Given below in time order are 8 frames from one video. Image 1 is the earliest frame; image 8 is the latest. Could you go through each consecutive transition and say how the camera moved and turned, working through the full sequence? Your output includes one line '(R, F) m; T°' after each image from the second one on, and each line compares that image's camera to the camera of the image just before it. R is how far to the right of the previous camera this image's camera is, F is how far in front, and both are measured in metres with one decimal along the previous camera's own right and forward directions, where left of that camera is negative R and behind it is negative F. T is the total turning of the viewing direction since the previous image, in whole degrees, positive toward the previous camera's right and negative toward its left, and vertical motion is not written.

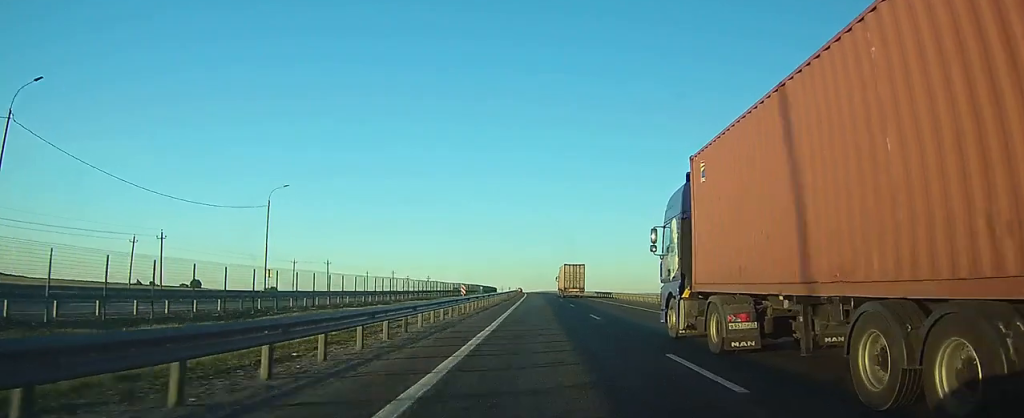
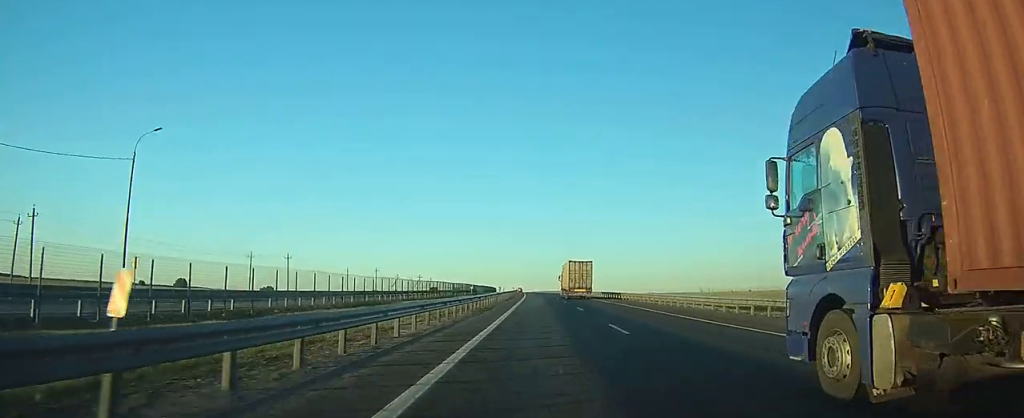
(0.0, +22.8) m; 0°
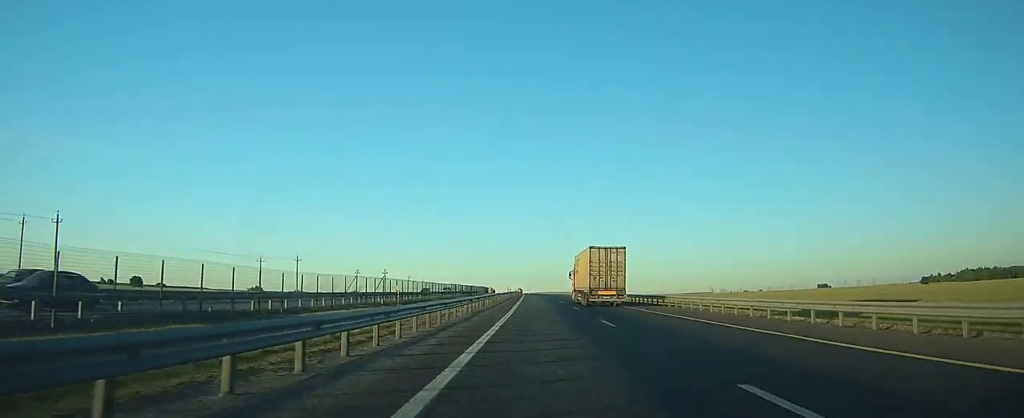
(-0.2, +59.8) m; -1°
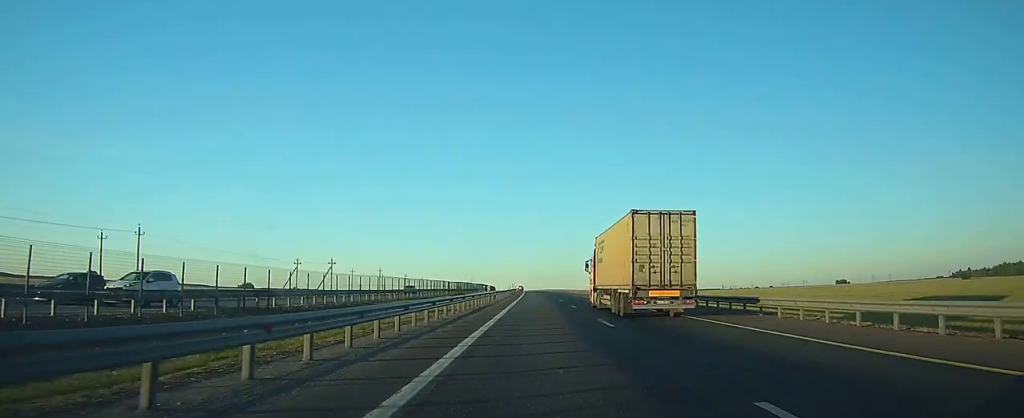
(-0.2, +48.9) m; -1°
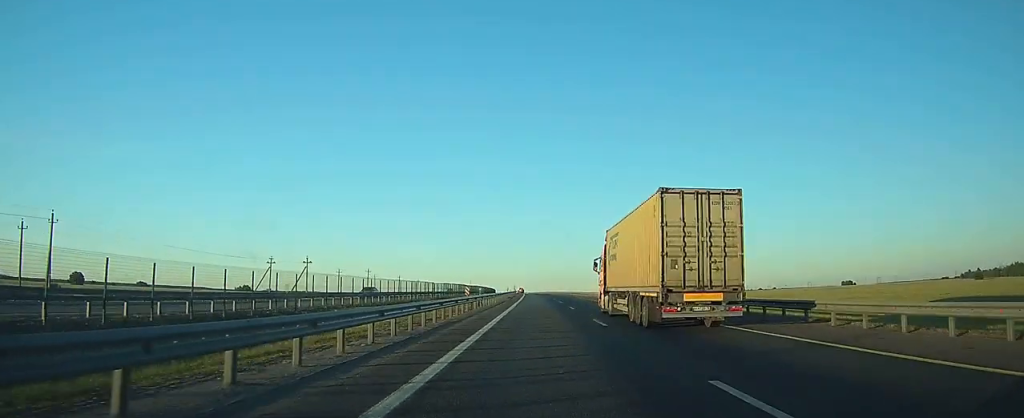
(0.0, +14.3) m; 0°
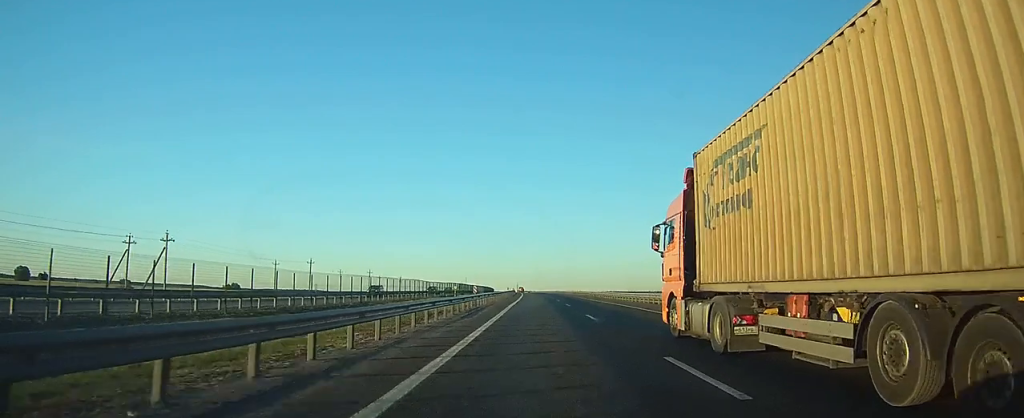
(-0.2, +45.2) m; -1°
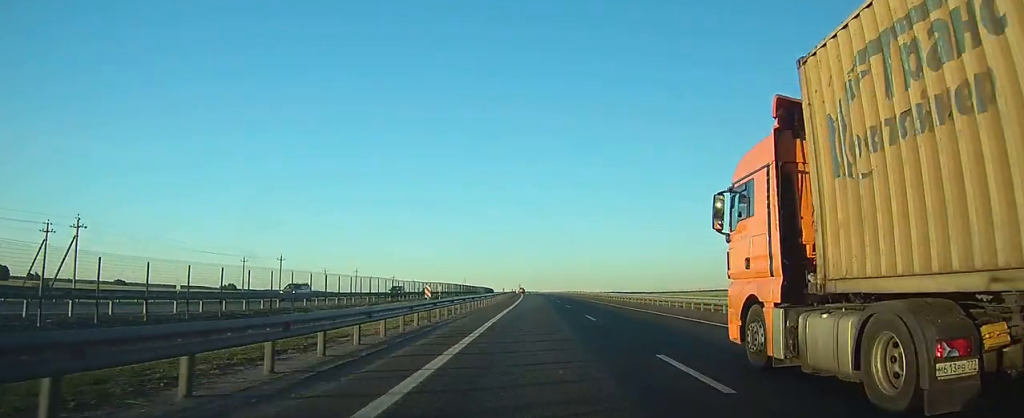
(0.0, +15.5) m; 0°
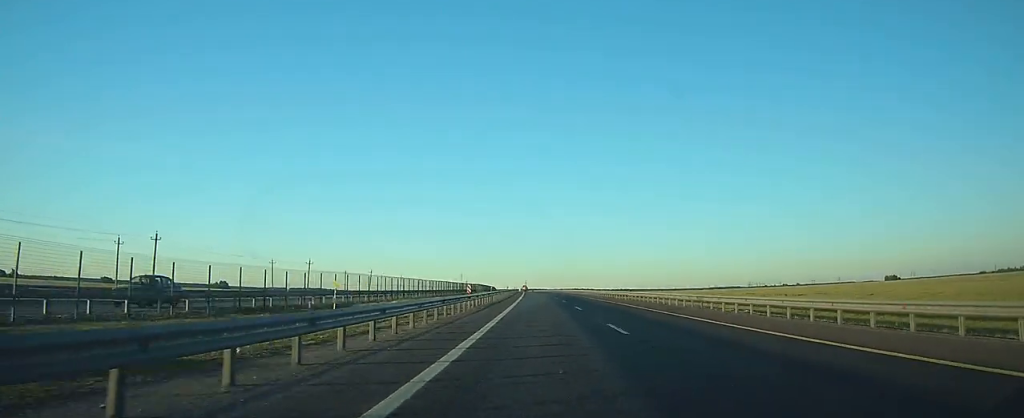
(-0.1, +39.4) m; -1°
